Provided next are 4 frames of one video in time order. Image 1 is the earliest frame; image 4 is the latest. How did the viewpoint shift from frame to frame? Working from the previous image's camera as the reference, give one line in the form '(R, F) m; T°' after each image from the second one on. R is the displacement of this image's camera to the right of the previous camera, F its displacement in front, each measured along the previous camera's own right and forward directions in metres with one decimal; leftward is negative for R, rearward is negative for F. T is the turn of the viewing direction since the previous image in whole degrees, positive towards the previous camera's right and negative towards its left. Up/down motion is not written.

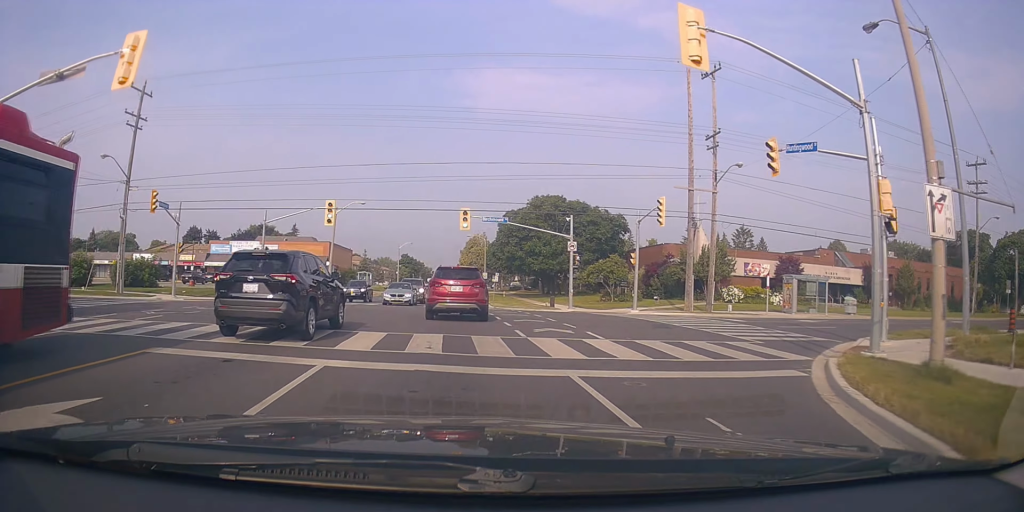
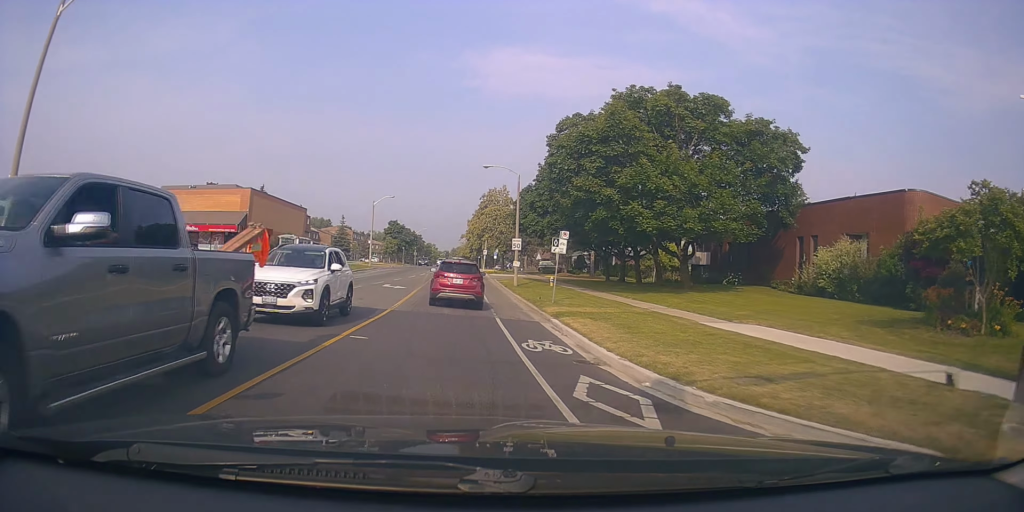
(+1.3, +36.4) m; +1°
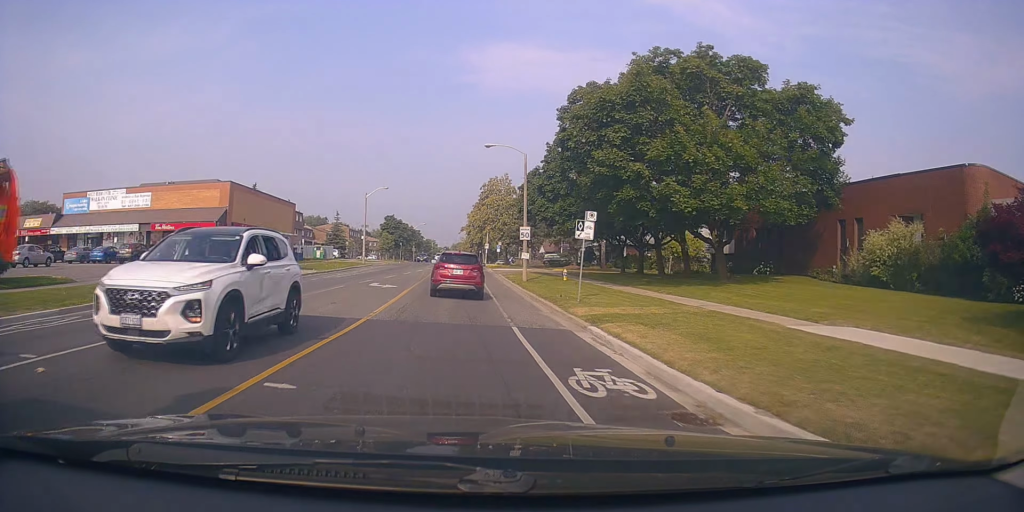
(0.0, +4.8) m; 0°
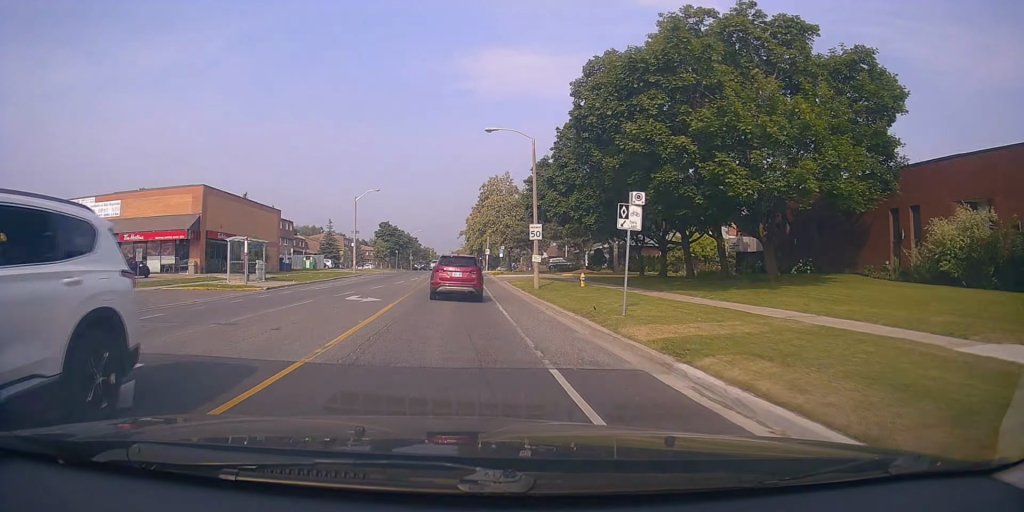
(0.0, +5.2) m; +1°
